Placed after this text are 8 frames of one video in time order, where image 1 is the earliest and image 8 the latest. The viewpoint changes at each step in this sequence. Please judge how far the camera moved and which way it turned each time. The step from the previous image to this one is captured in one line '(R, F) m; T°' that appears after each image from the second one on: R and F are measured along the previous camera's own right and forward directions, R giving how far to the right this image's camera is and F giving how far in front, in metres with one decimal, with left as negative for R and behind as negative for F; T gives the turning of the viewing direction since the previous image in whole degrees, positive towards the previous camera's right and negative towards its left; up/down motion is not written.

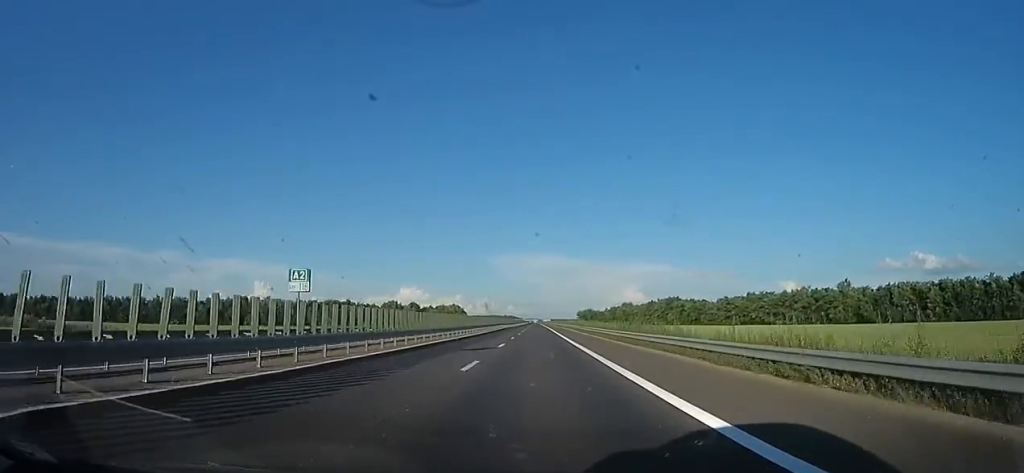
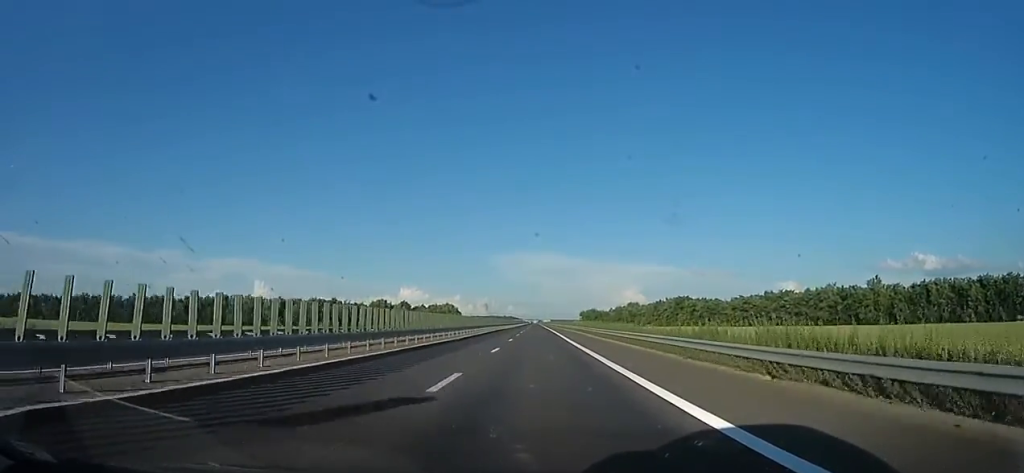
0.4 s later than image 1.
(+0.4, +15.9) m; 0°
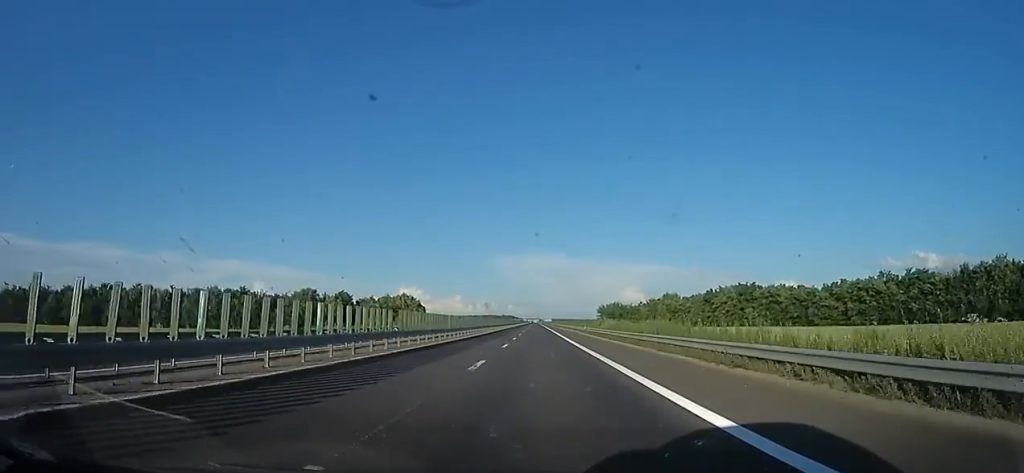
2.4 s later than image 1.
(-0.8, +67.6) m; -2°
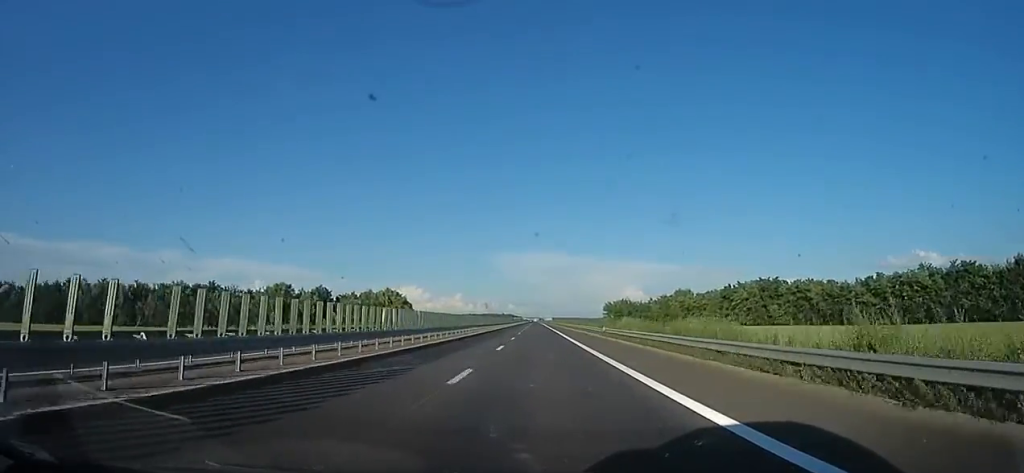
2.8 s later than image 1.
(0.0, +15.3) m; 0°
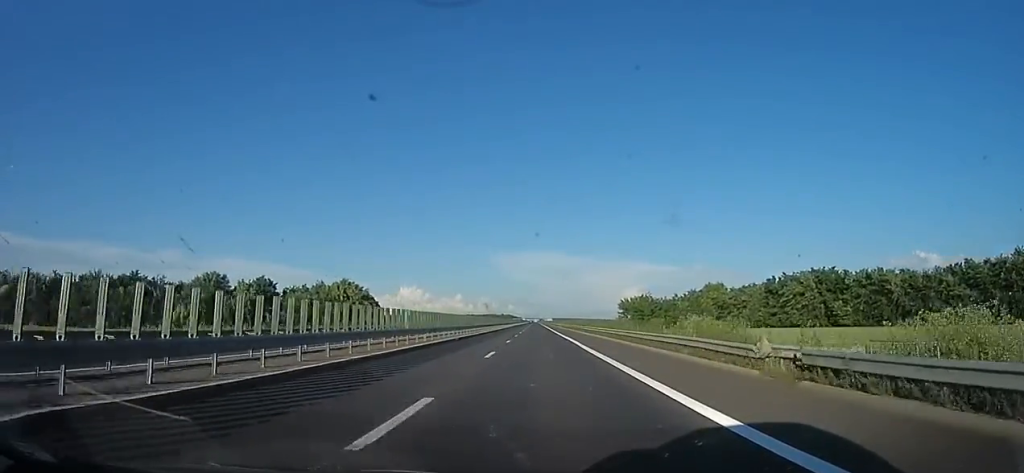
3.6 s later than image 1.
(0.0, +28.7) m; +1°
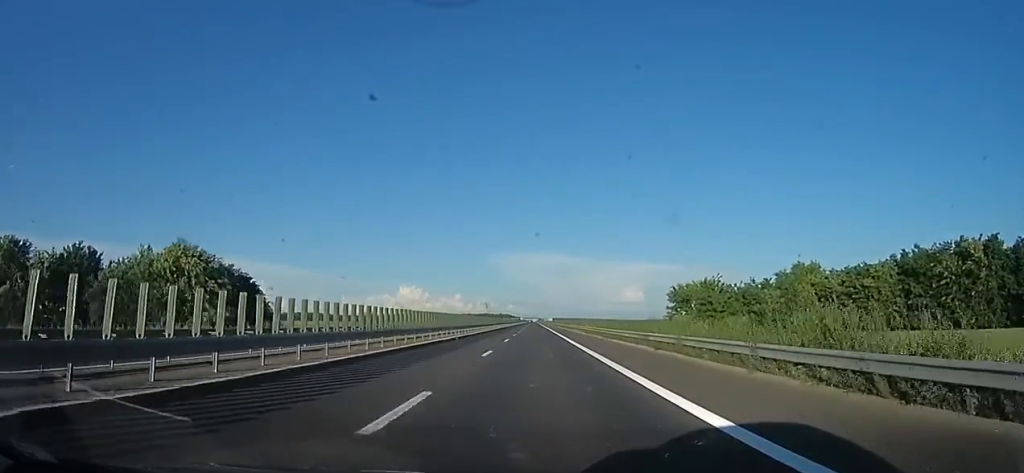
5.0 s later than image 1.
(+0.7, +47.3) m; +2°
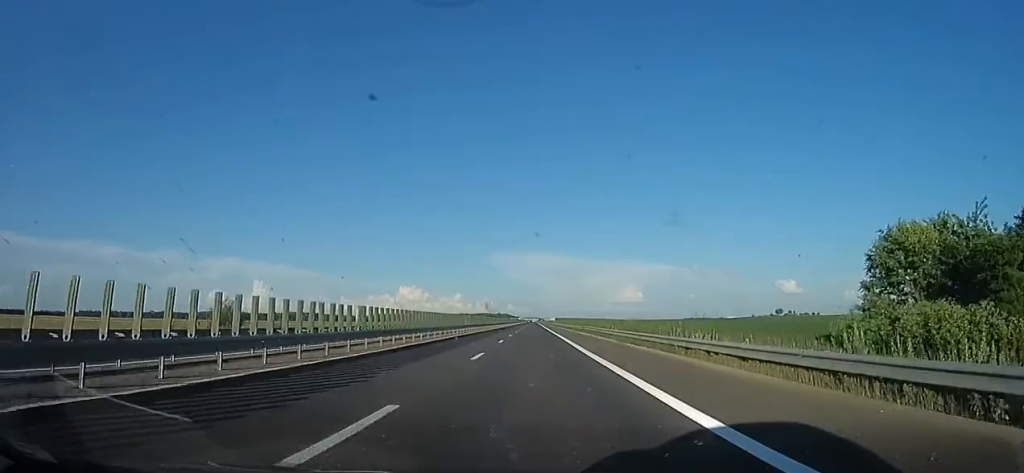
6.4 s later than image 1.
(-0.2, +49.5) m; -1°
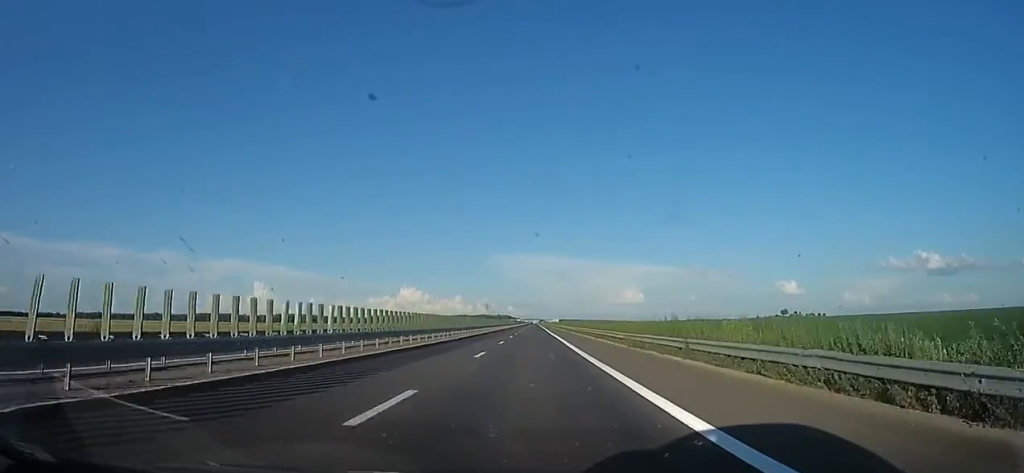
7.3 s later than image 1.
(-0.2, +34.0) m; +1°
